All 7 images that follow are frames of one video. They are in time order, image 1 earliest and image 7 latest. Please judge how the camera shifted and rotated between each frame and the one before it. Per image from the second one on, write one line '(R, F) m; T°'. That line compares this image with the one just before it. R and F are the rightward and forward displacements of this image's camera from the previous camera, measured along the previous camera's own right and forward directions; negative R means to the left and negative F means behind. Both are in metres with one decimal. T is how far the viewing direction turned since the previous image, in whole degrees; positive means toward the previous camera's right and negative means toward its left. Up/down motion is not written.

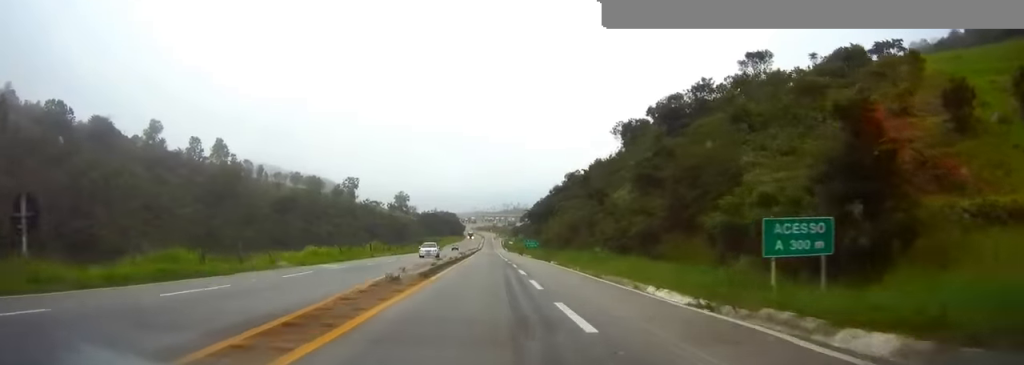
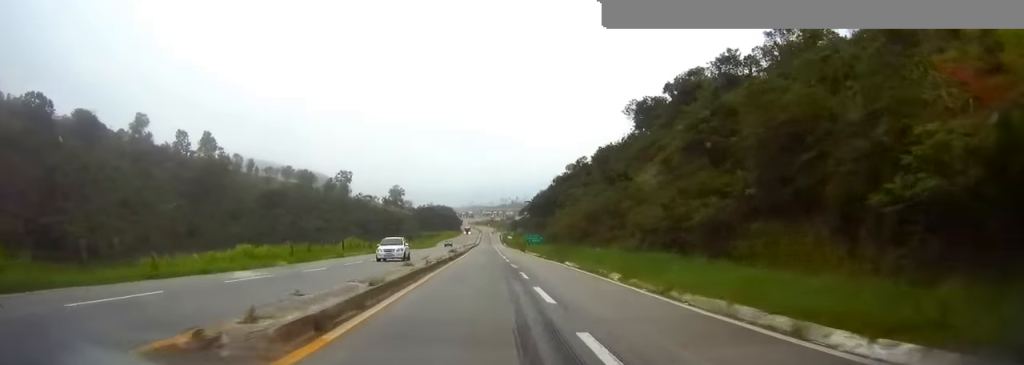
(0.0, +12.4) m; 0°
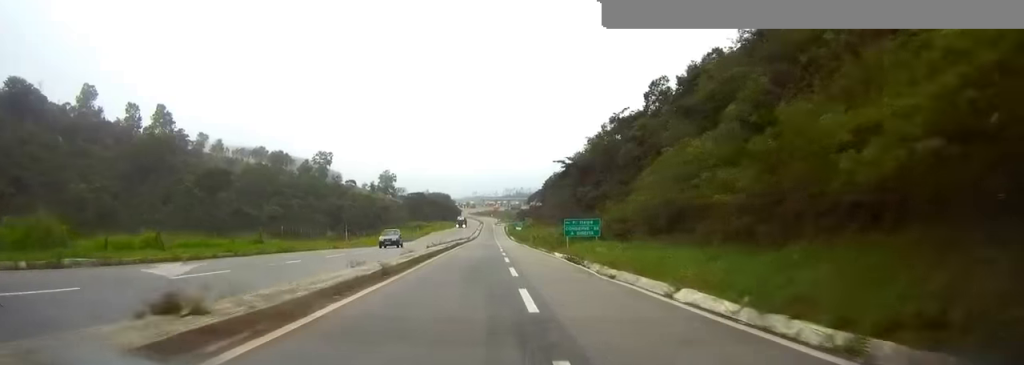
(0.0, +51.9) m; 0°
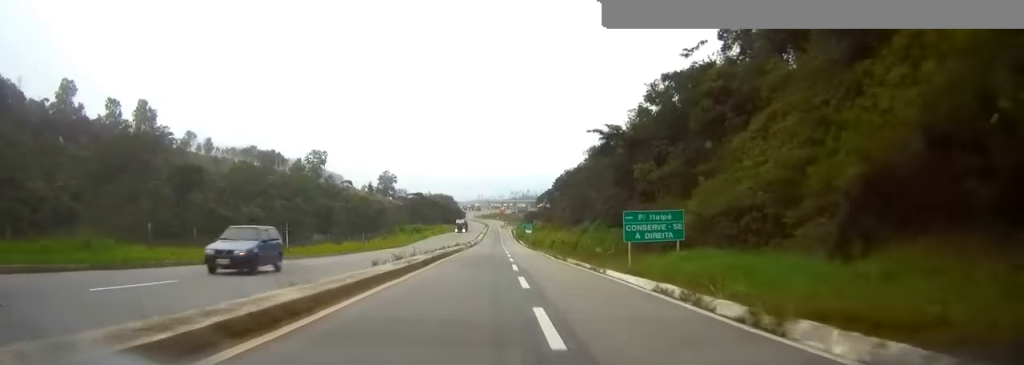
(0.0, +20.1) m; 0°
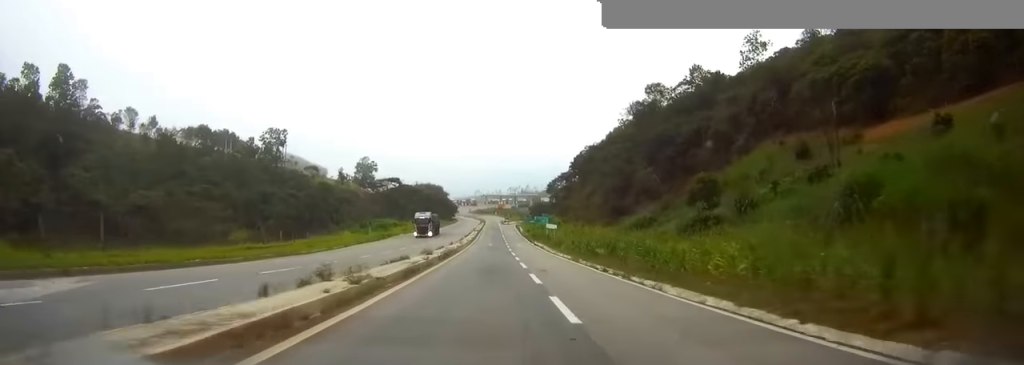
(0.0, +55.5) m; 0°
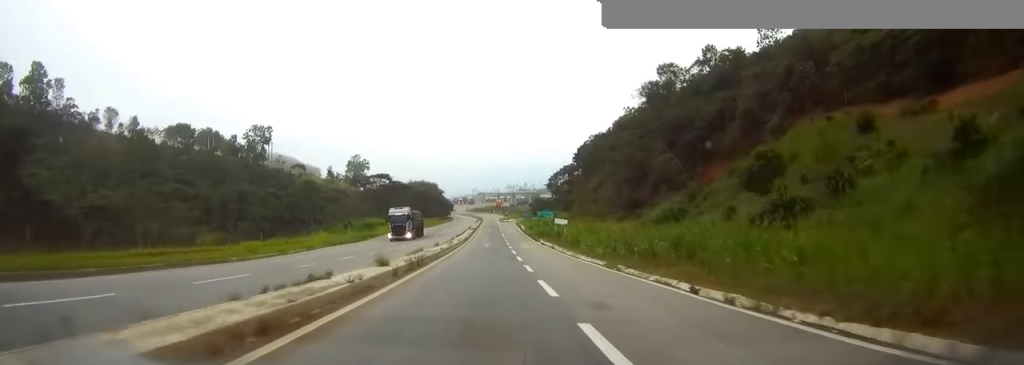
(0.0, +13.4) m; 0°
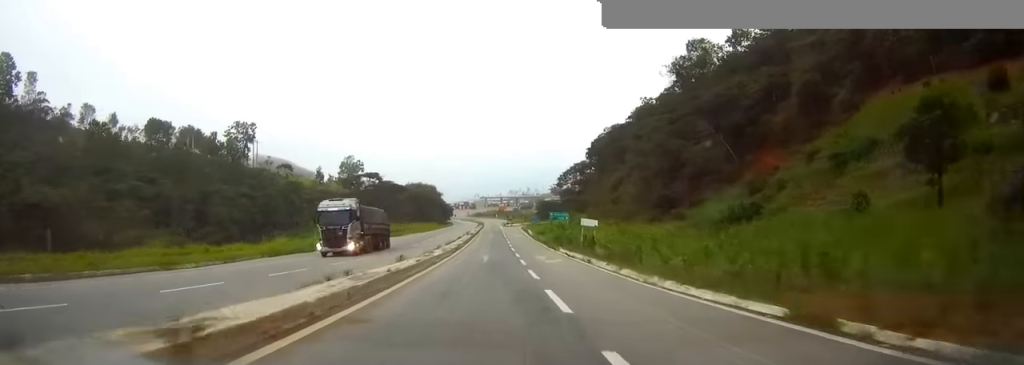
(0.0, +18.3) m; 0°
